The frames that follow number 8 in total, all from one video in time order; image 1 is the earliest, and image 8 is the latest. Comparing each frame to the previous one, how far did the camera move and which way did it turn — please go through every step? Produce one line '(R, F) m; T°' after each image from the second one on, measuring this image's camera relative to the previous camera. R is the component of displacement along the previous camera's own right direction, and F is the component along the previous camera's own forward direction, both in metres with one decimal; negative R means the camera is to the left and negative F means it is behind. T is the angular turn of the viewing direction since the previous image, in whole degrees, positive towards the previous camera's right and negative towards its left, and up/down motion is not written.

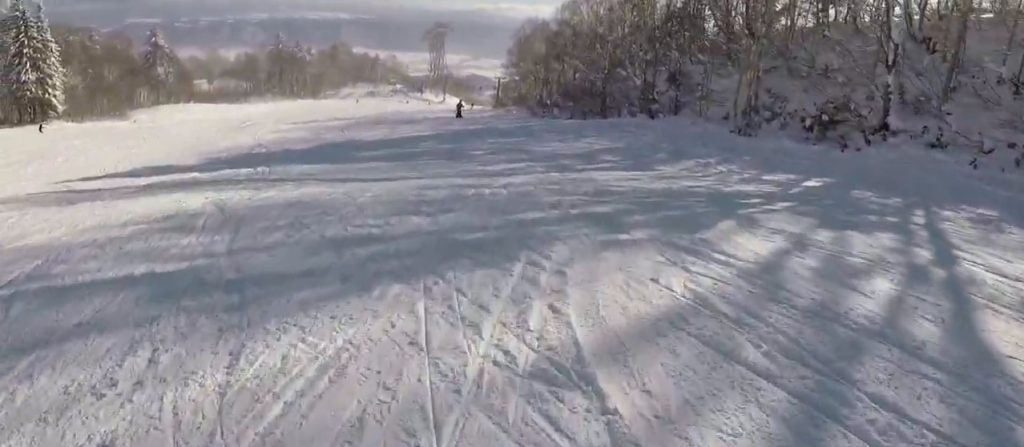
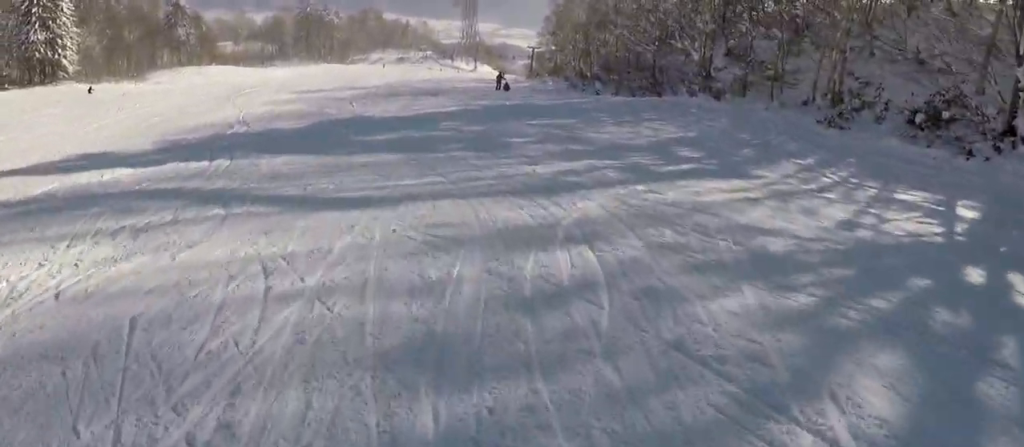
(-0.3, +5.9) m; -6°
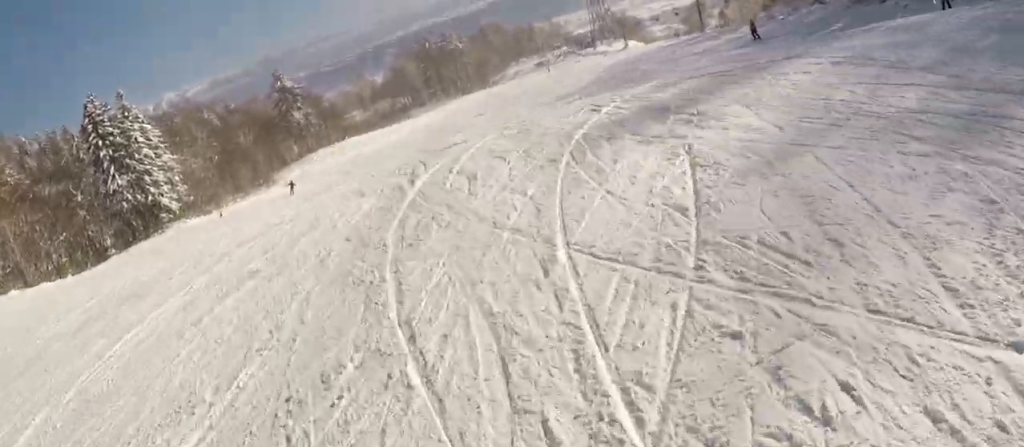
(-6.4, +24.0) m; -17°
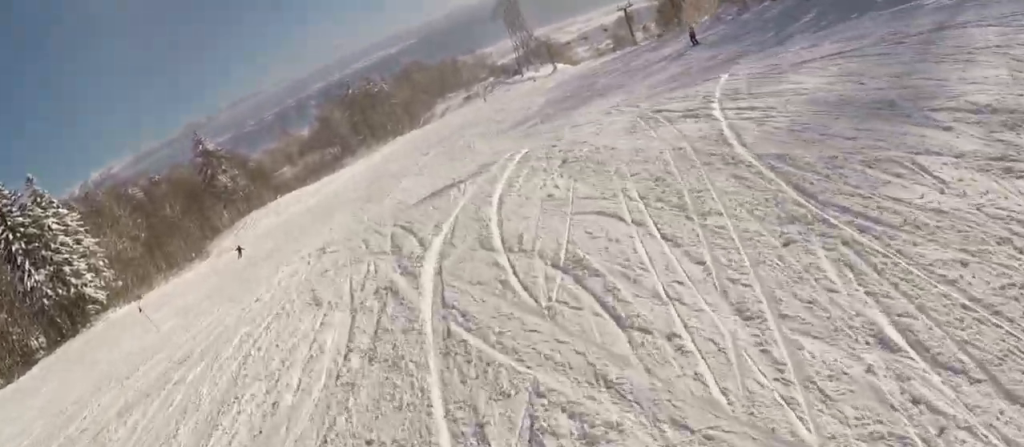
(+0.2, +5.2) m; +2°
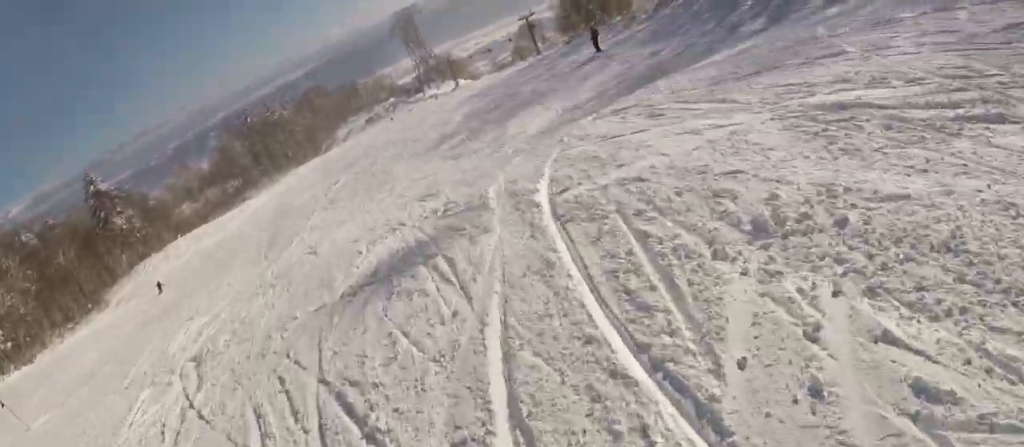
(+0.1, +5.0) m; +5°
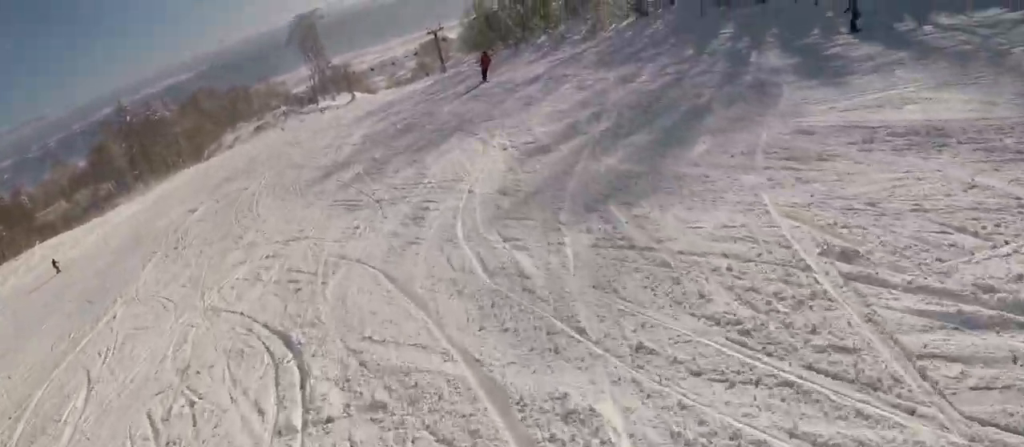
(0.0, +8.6) m; +10°
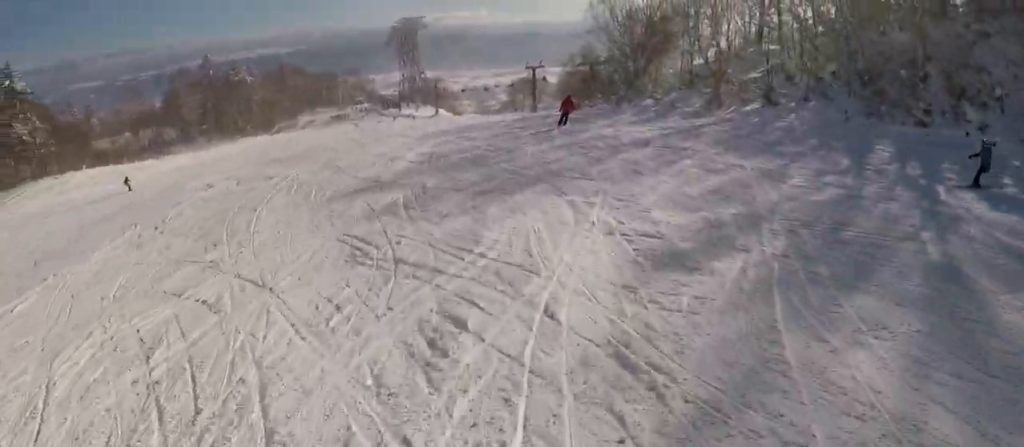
(+1.2, +5.6) m; +3°
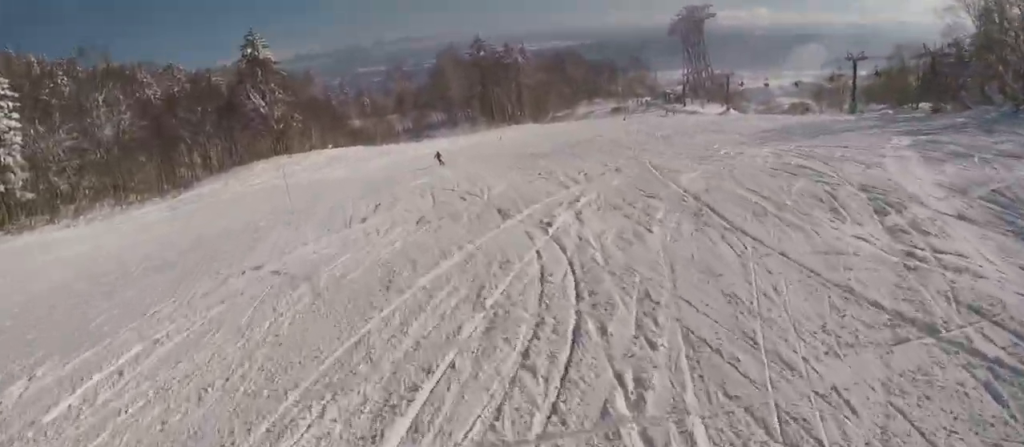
(-1.8, +16.0) m; -19°
